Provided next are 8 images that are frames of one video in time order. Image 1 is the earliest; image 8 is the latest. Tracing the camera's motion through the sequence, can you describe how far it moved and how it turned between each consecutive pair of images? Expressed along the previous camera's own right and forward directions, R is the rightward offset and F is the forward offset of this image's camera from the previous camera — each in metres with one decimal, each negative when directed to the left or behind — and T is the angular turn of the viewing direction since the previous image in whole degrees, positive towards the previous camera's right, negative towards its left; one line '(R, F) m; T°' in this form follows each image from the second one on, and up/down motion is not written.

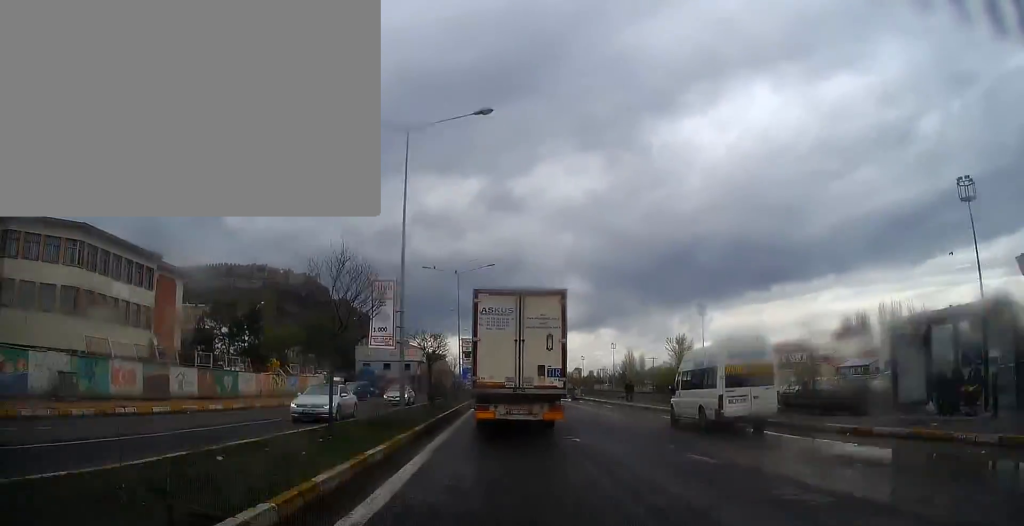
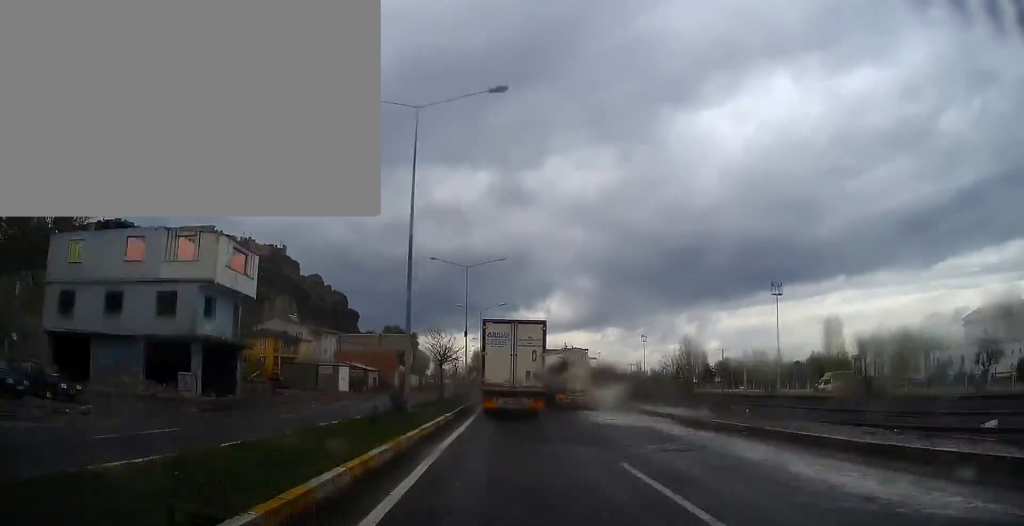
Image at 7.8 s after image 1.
(-0.1, +96.7) m; 0°
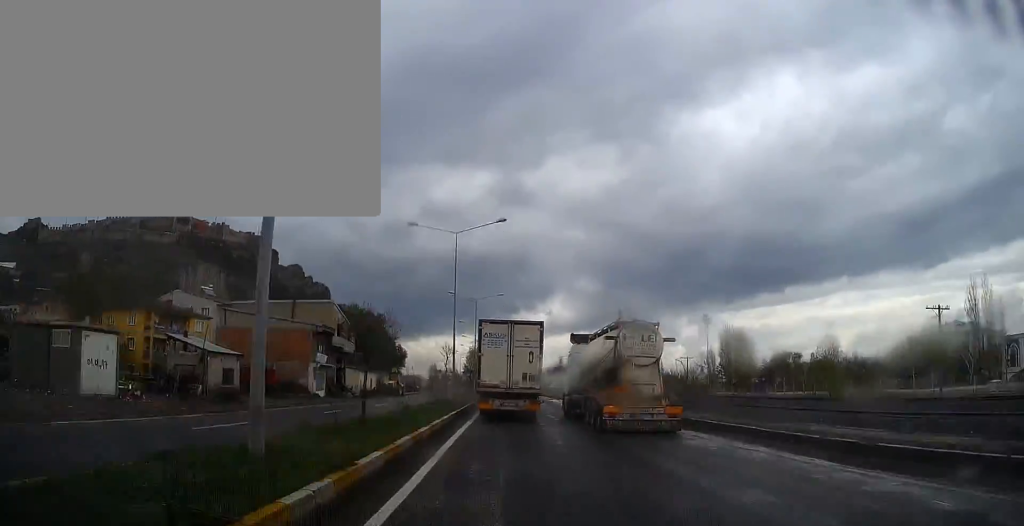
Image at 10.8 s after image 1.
(0.0, +42.8) m; -1°
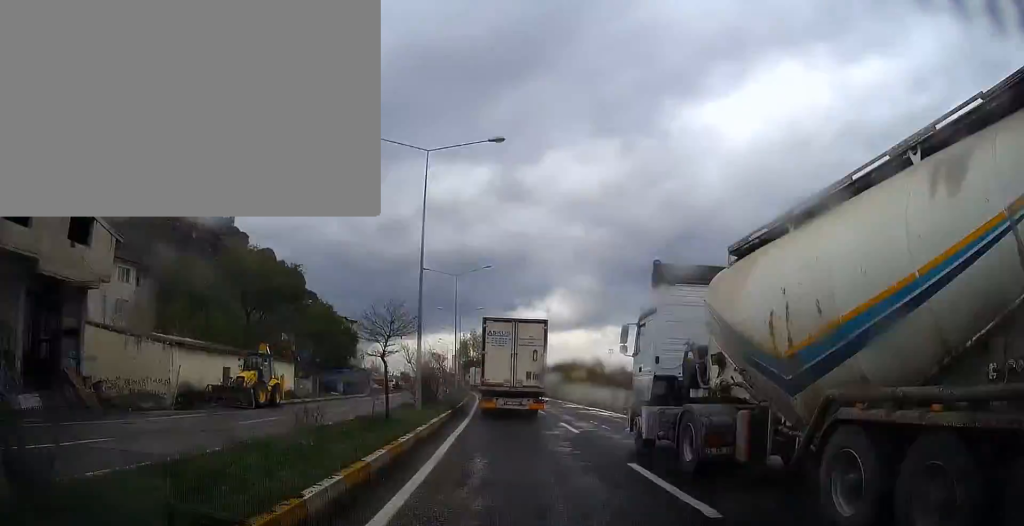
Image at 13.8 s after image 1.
(+0.4, +44.1) m; -1°
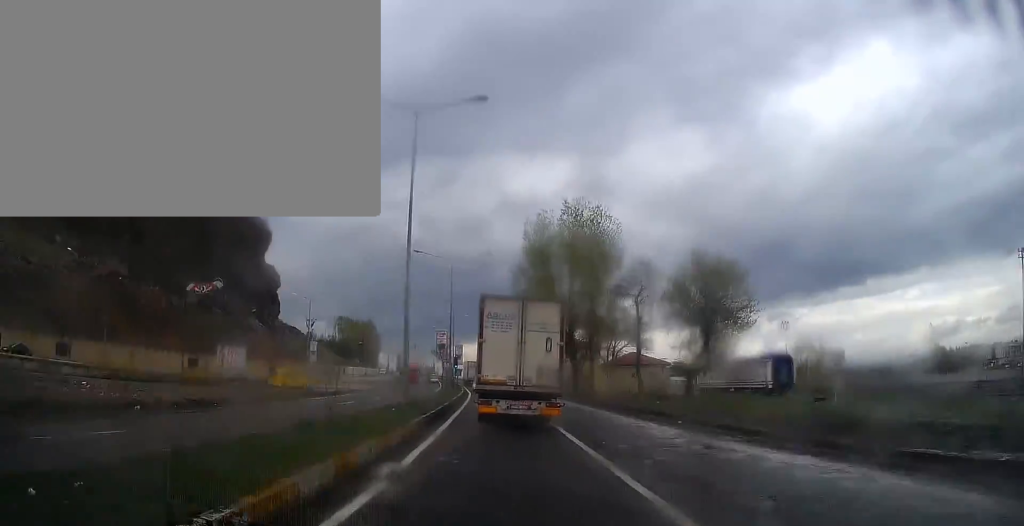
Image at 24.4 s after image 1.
(-8.6, +148.1) m; -7°
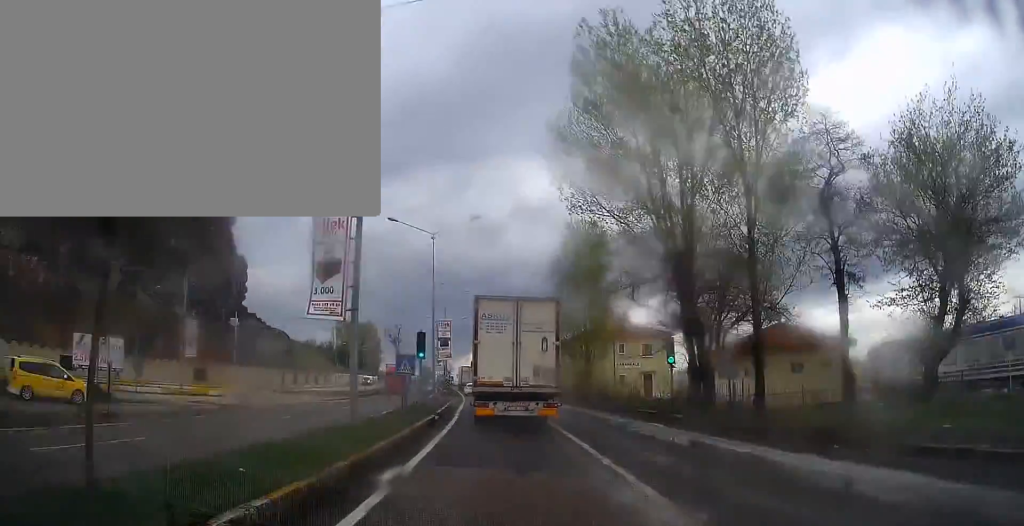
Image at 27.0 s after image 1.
(+0.3, +35.1) m; -2°
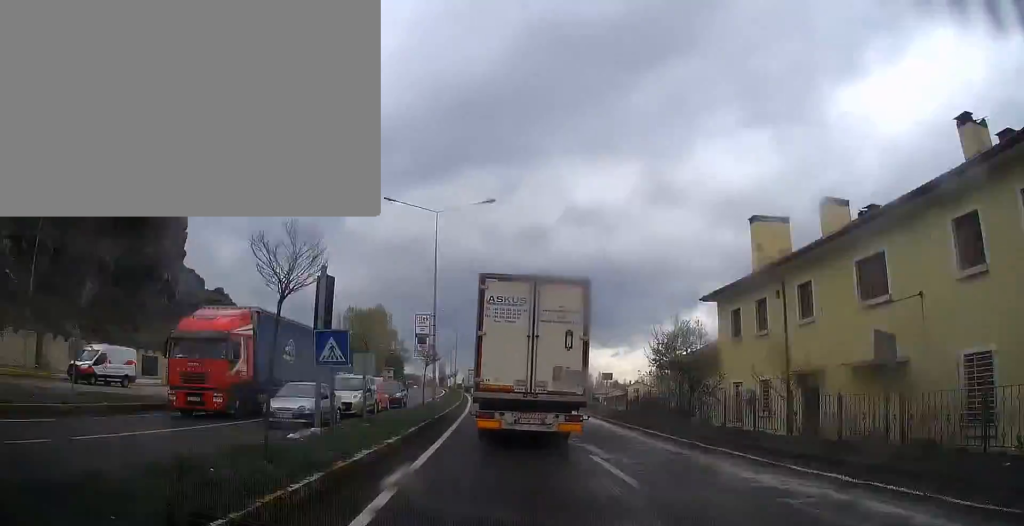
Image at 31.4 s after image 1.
(-2.6, +62.6) m; -4°
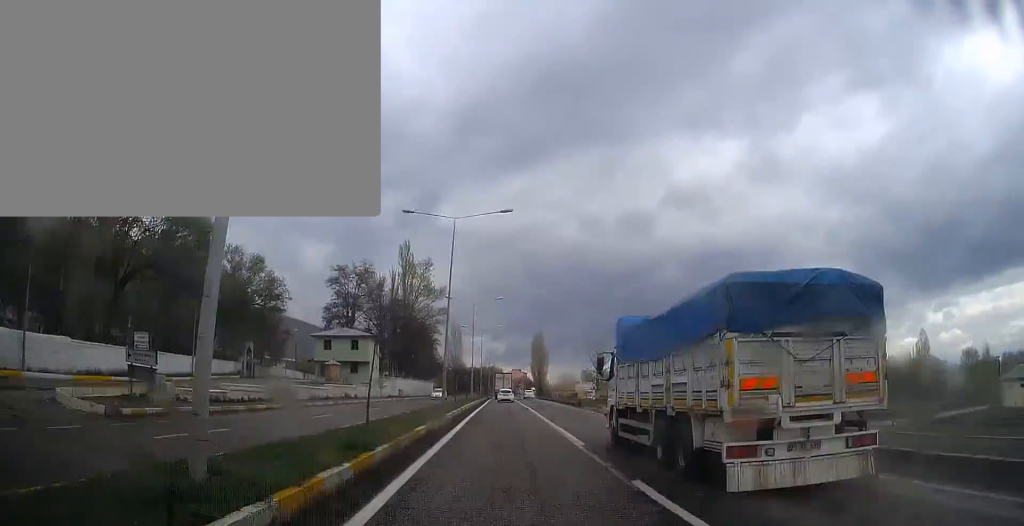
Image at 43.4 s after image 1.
(-17.0, +214.5) m; -7°
